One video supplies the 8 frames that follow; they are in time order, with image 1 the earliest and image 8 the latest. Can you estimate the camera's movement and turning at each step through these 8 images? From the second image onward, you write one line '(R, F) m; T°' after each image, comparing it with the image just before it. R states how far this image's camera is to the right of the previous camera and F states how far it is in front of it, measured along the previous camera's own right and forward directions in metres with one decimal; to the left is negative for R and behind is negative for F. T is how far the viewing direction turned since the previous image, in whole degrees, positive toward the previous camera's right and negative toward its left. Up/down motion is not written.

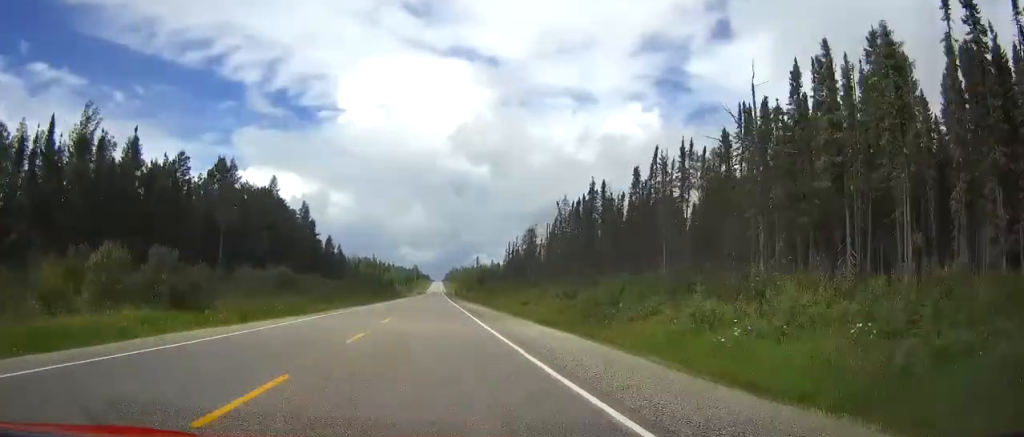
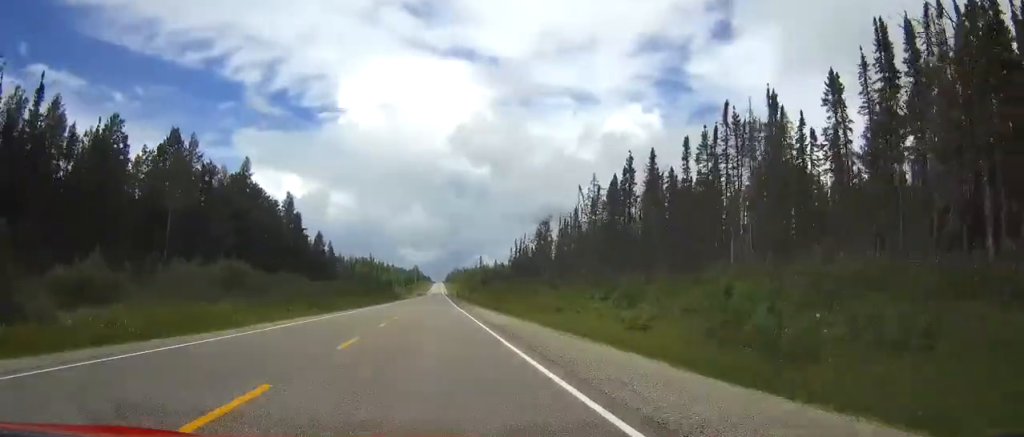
(-0.1, +19.7) m; 0°
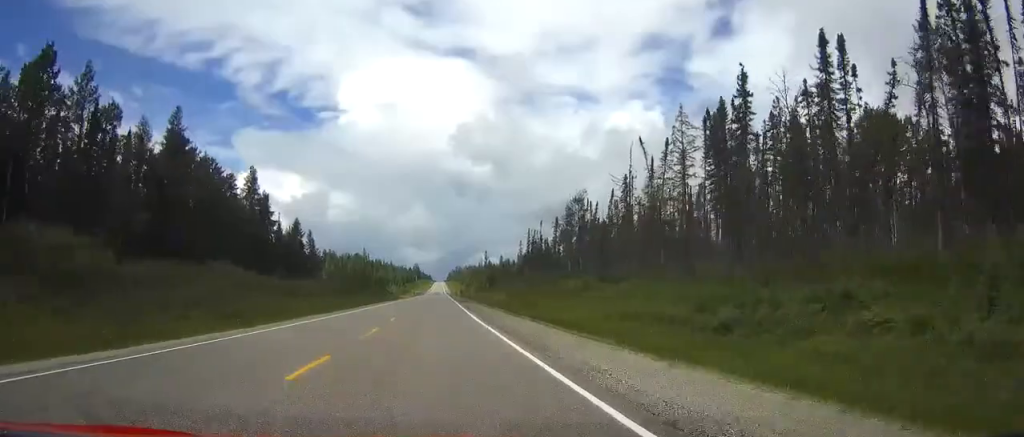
(0.0, +32.2) m; 0°
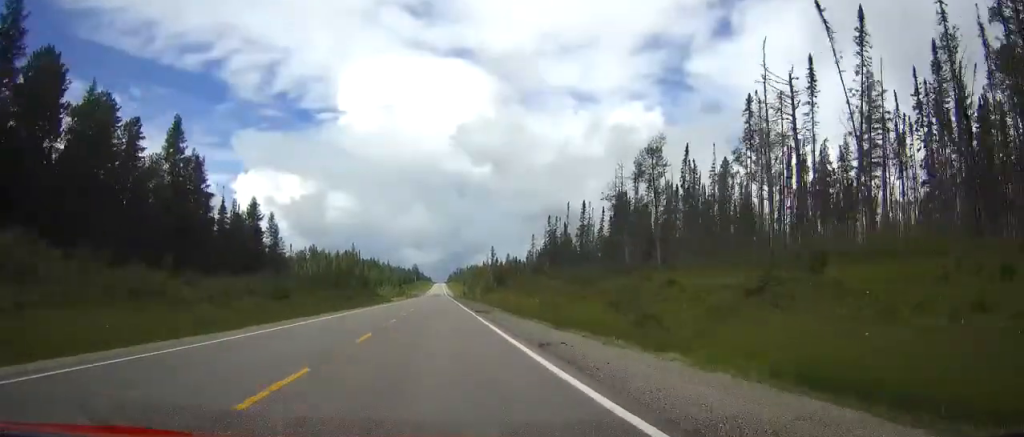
(0.0, +38.5) m; 0°
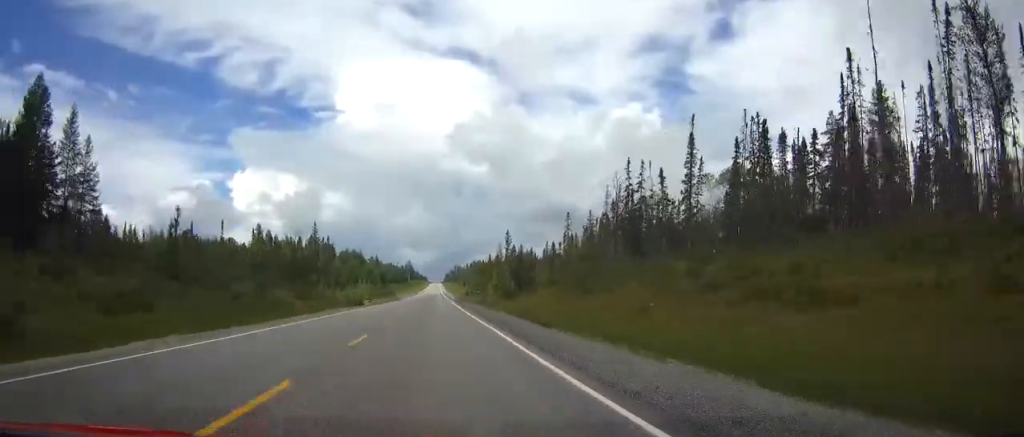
(0.0, +74.1) m; 0°
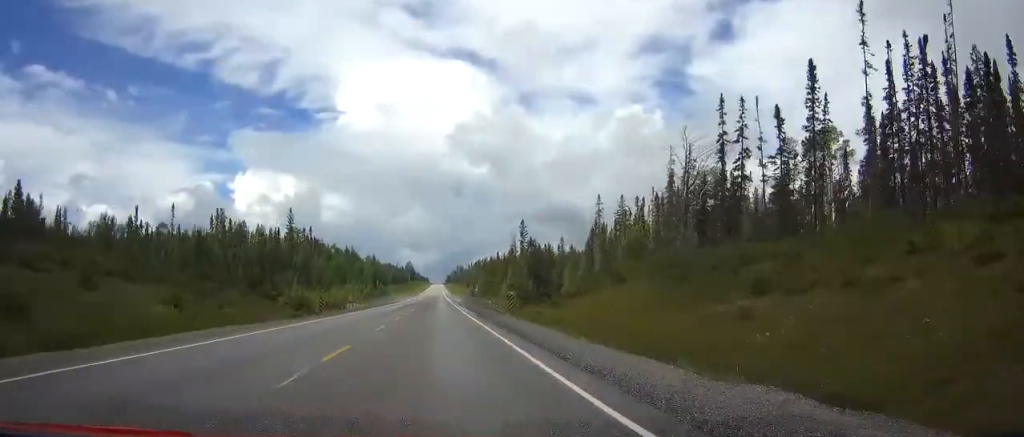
(0.0, +33.3) m; 0°
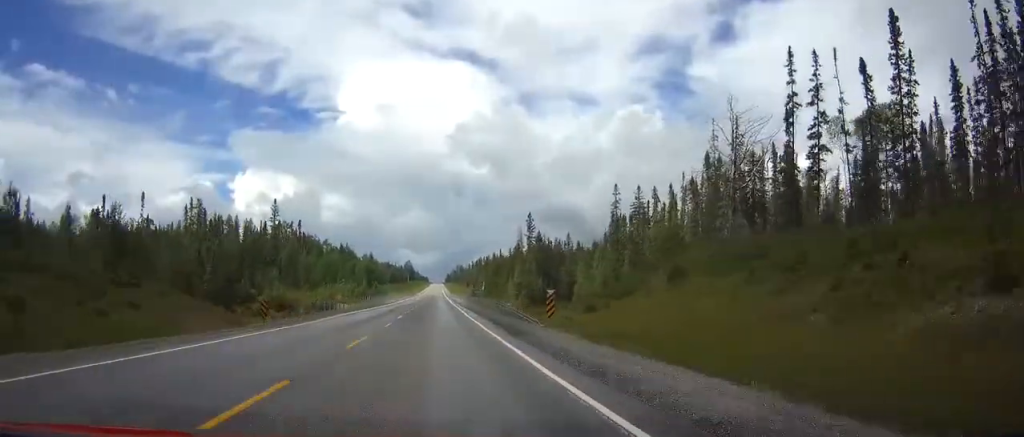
(0.0, +14.5) m; 0°
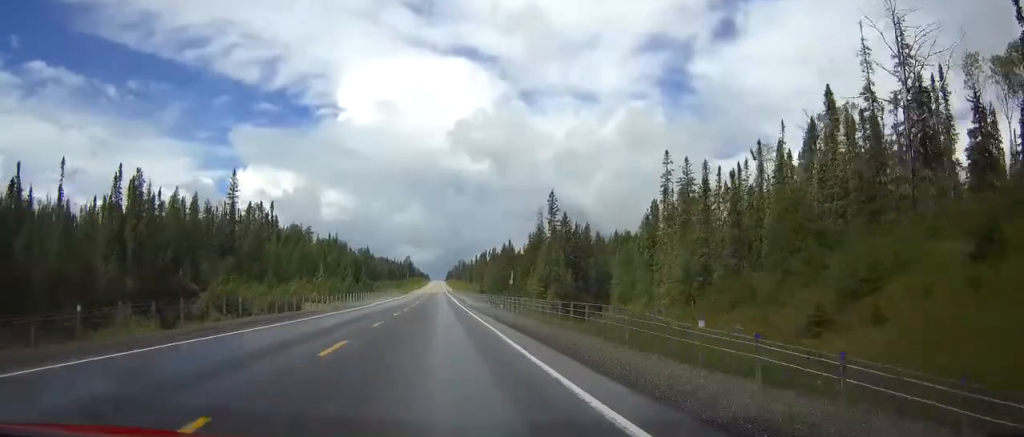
(0.0, +30.0) m; 0°
